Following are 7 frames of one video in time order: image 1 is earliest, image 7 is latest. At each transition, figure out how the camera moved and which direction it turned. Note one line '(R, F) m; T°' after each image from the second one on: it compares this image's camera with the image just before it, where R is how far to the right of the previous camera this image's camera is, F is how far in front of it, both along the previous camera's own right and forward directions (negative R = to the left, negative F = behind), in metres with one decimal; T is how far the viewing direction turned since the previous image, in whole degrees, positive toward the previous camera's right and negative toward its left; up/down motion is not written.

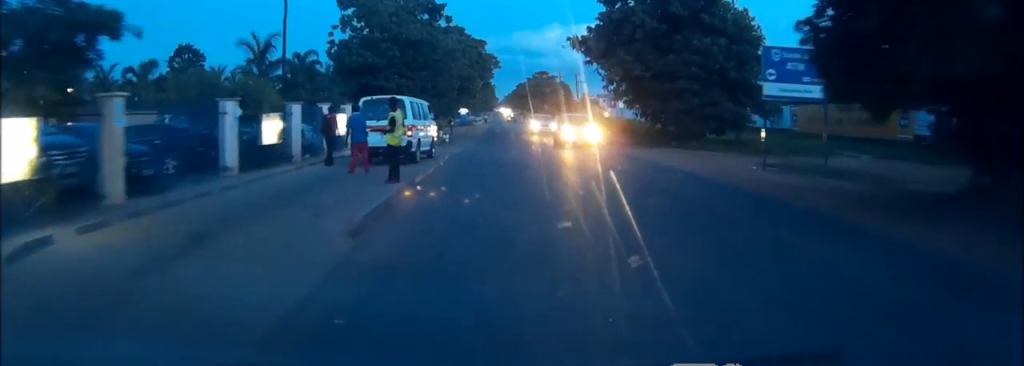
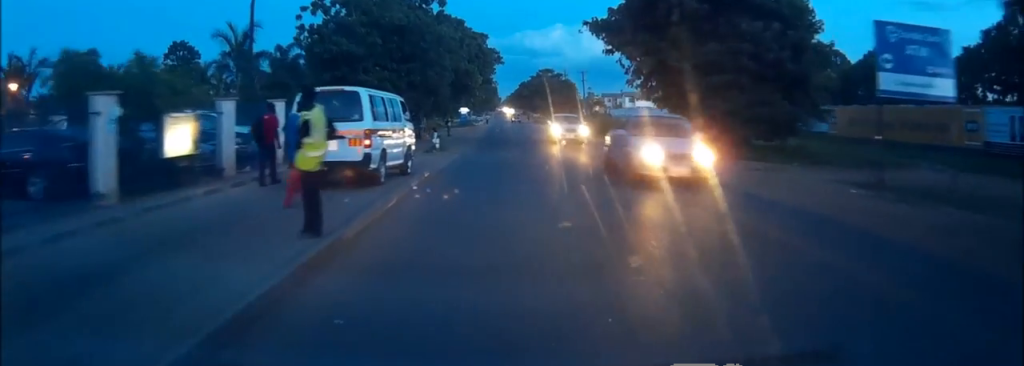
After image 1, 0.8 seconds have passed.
(-0.1, +6.7) m; 0°
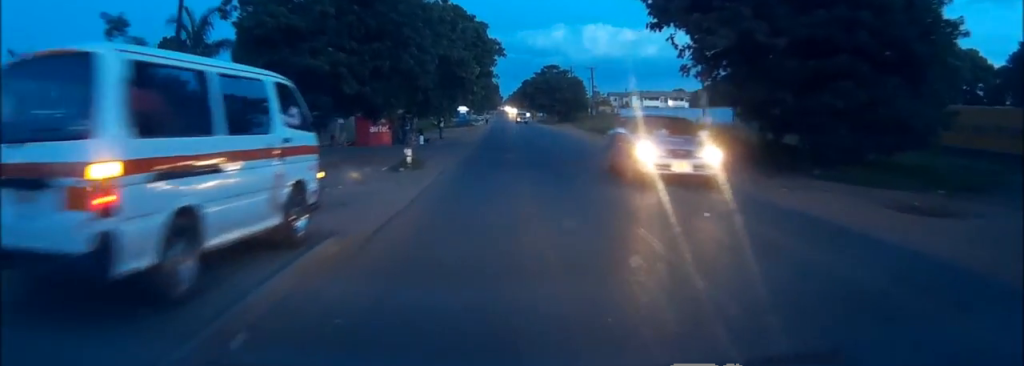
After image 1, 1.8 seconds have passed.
(+0.1, +9.6) m; 0°
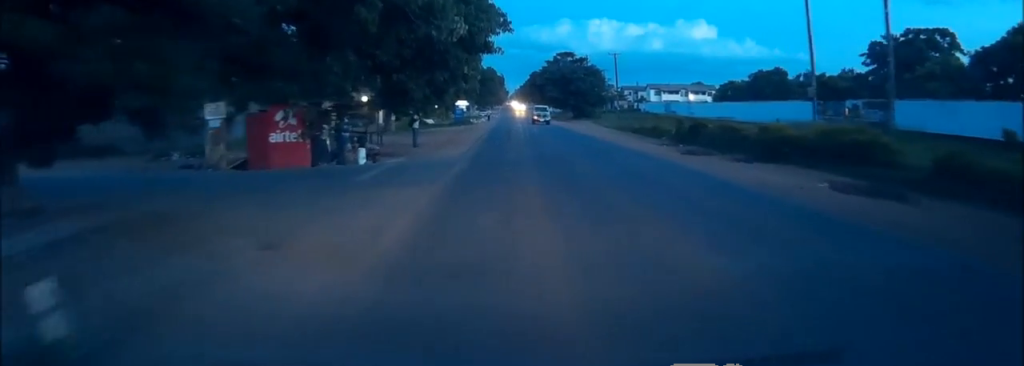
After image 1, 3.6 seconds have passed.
(-0.1, +18.3) m; -1°
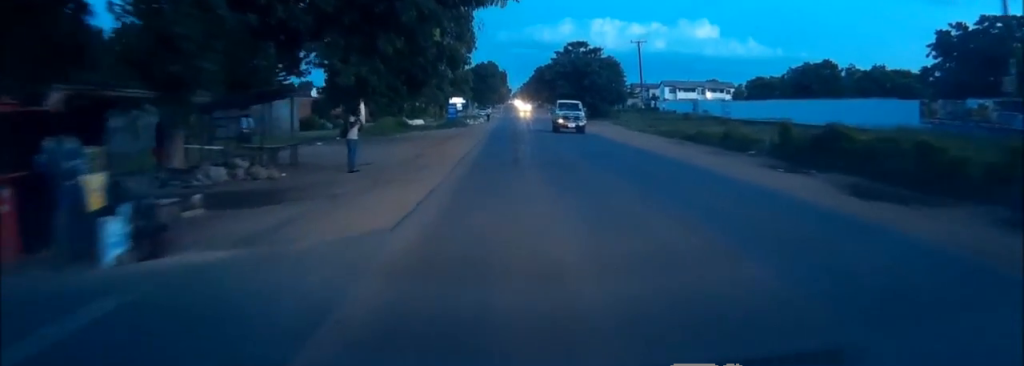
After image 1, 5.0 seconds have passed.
(-0.3, +15.1) m; -1°
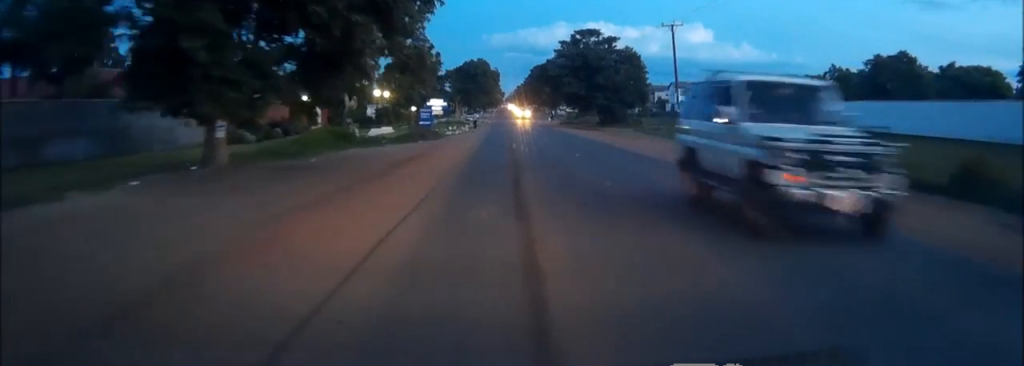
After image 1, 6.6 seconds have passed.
(+0.3, +18.7) m; +2°
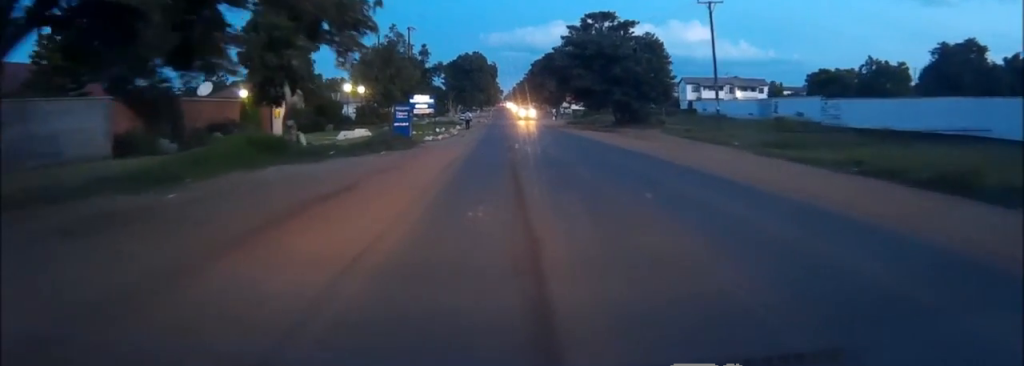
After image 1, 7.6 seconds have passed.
(+0.1, +11.7) m; 0°
